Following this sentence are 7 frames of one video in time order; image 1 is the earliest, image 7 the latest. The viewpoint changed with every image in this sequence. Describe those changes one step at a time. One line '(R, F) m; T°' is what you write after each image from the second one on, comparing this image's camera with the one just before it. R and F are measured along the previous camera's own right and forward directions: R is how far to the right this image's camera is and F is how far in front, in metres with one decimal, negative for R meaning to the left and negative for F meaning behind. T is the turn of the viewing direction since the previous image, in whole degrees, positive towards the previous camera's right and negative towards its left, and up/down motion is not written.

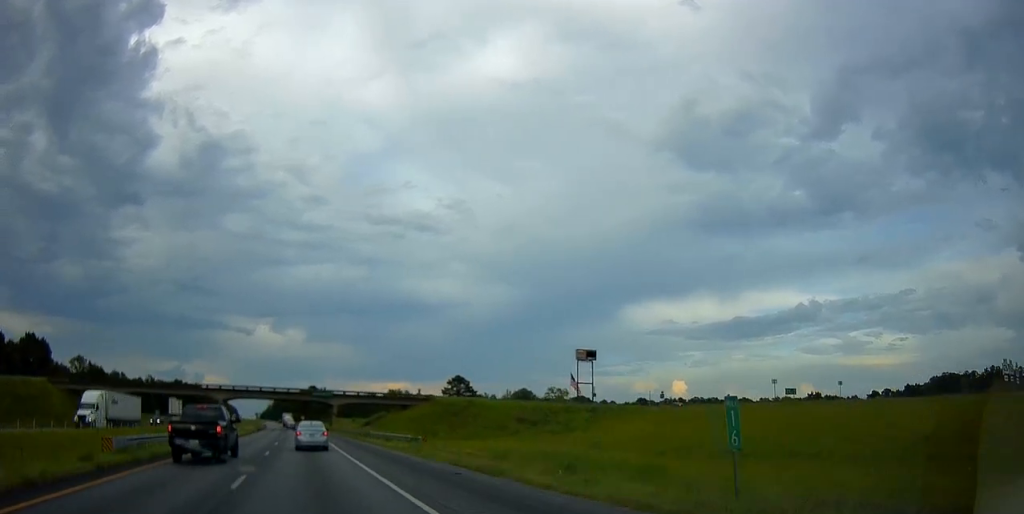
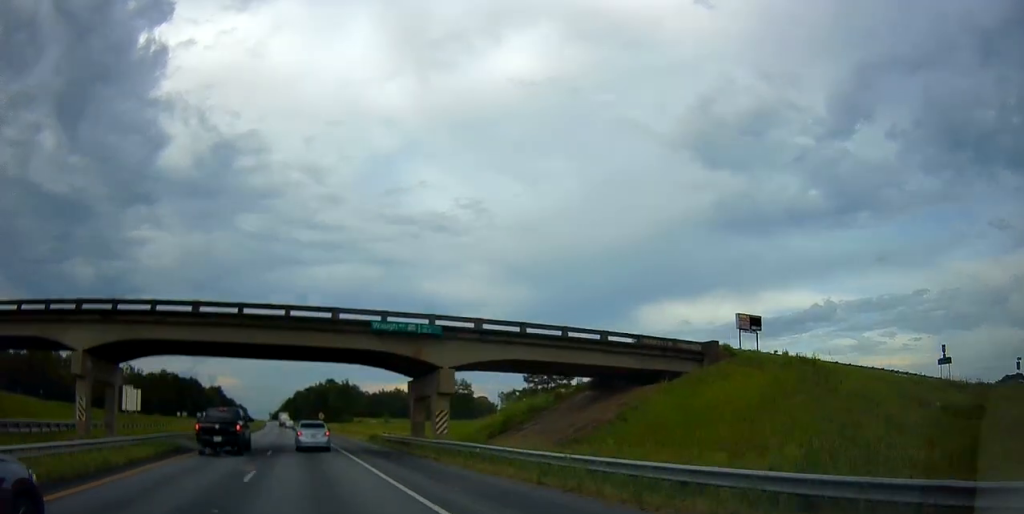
(-0.7, +71.9) m; -1°
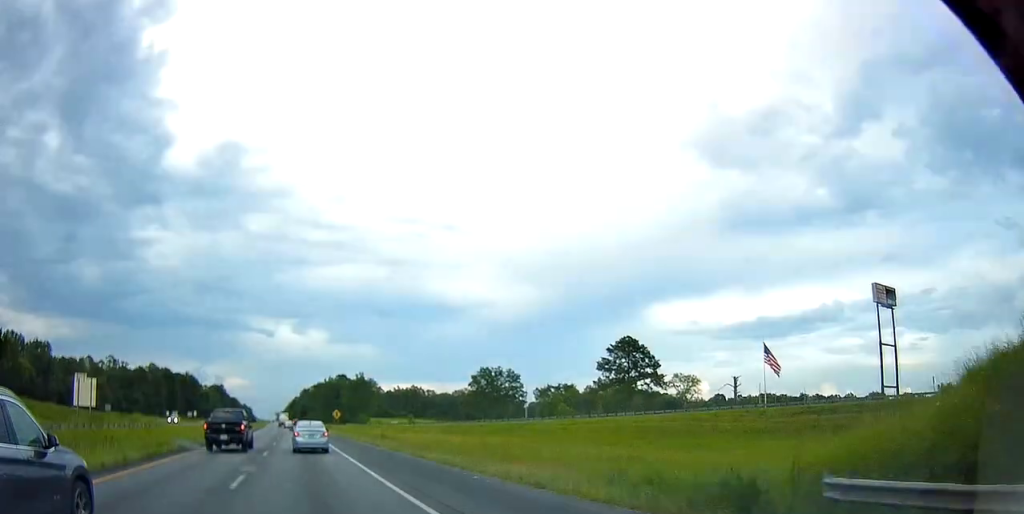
(-0.6, +37.6) m; -2°
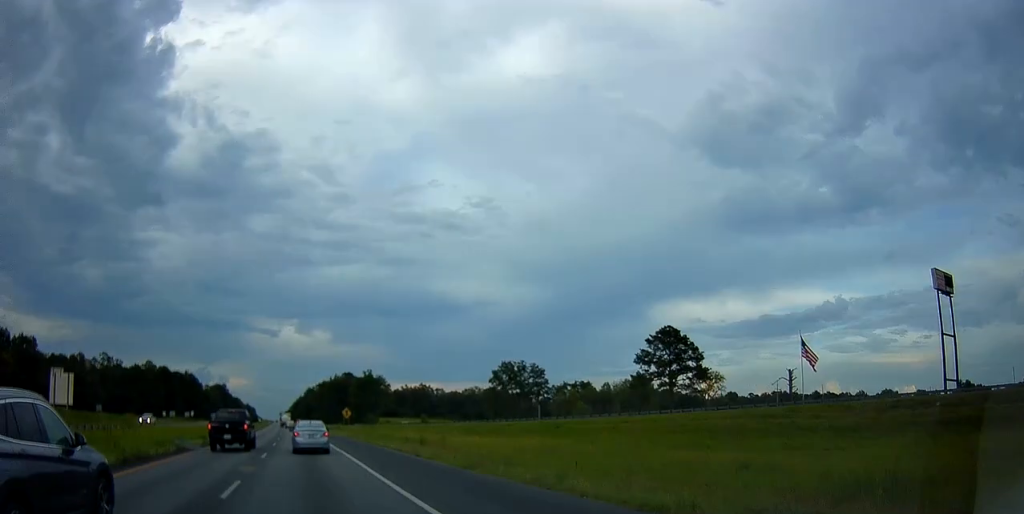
(-0.1, +13.6) m; 0°
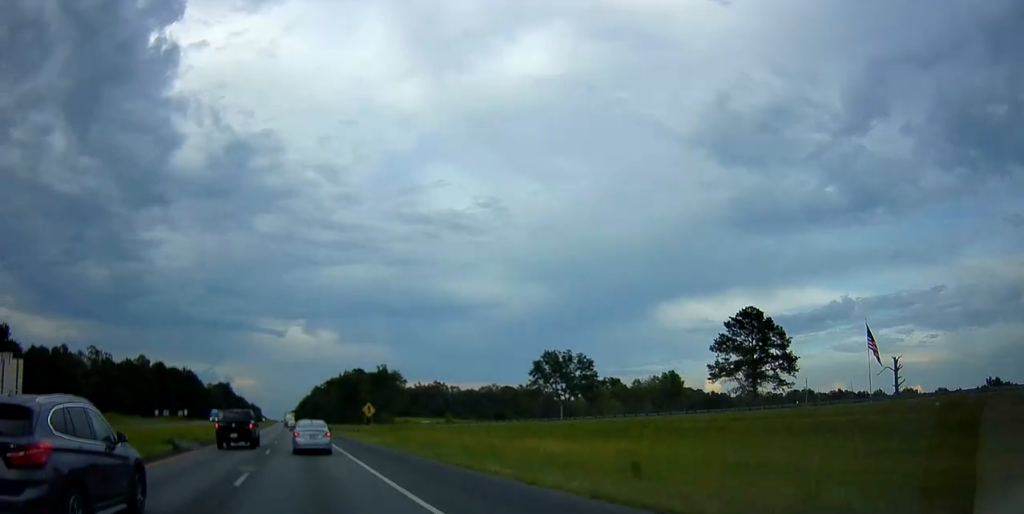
(-0.1, +22.1) m; 0°
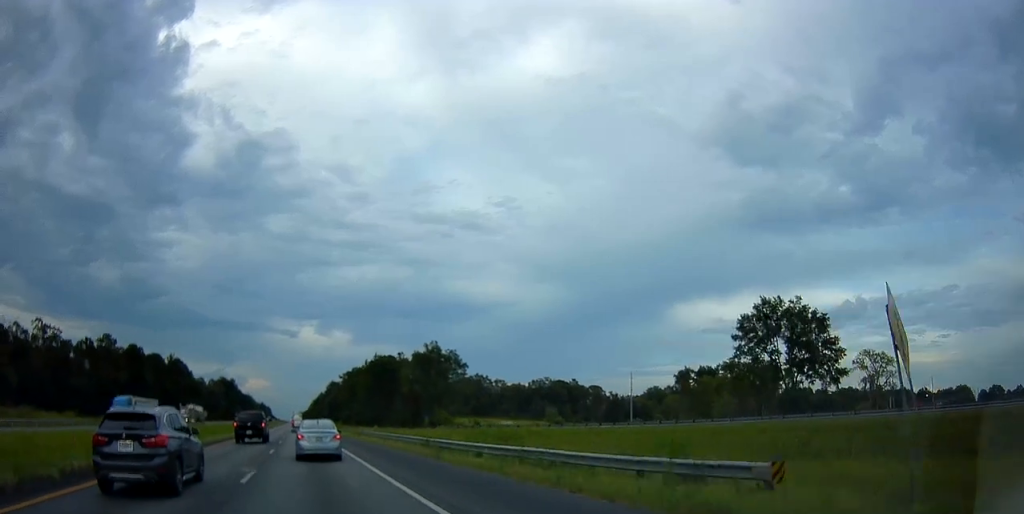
(-0.6, +61.9) m; -1°
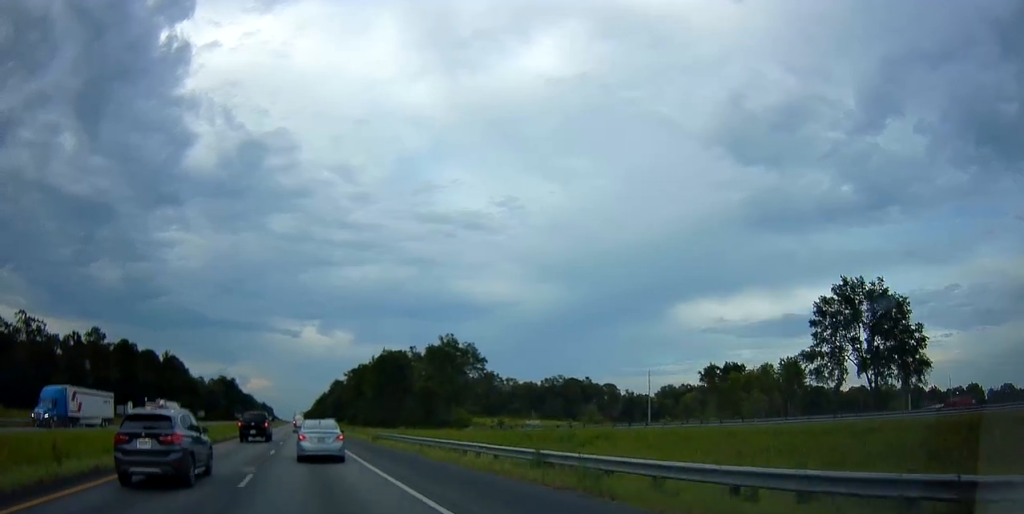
(-0.3, +13.5) m; 0°
